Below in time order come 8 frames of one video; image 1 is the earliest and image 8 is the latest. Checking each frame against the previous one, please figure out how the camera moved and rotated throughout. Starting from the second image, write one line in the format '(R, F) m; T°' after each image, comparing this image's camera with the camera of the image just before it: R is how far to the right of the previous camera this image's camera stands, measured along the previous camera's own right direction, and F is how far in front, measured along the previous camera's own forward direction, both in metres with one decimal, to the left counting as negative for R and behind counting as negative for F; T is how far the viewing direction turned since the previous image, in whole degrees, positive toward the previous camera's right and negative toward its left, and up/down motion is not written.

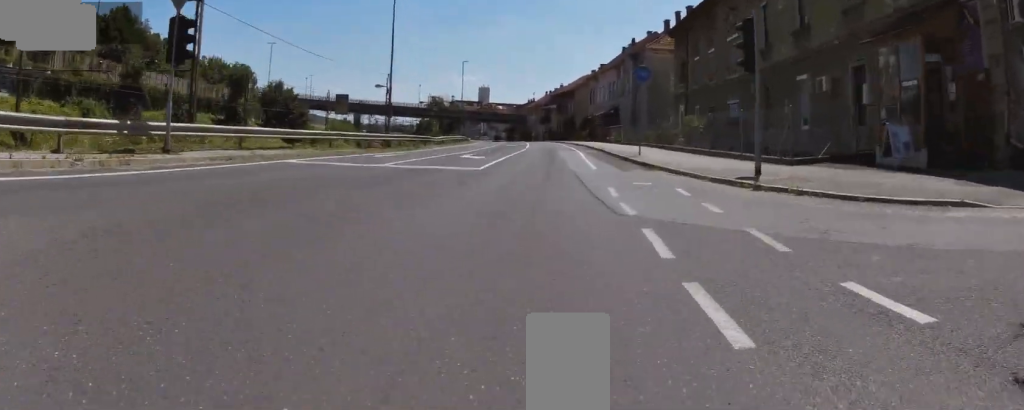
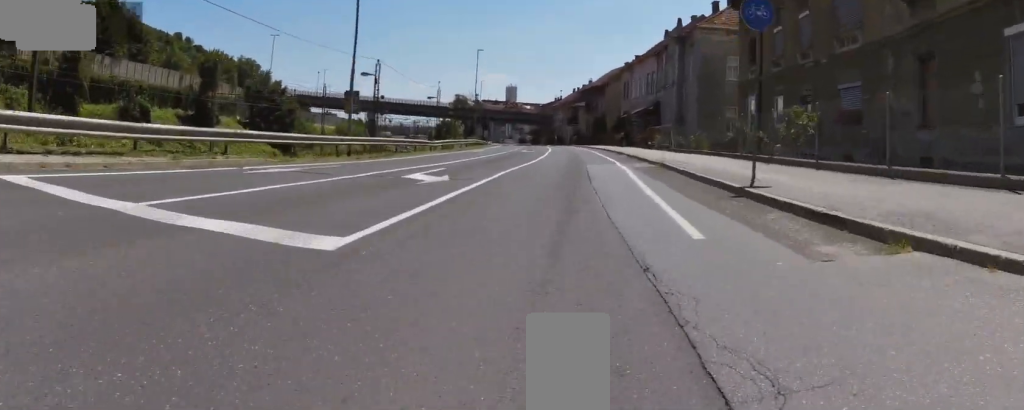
(-0.3, +10.5) m; -2°
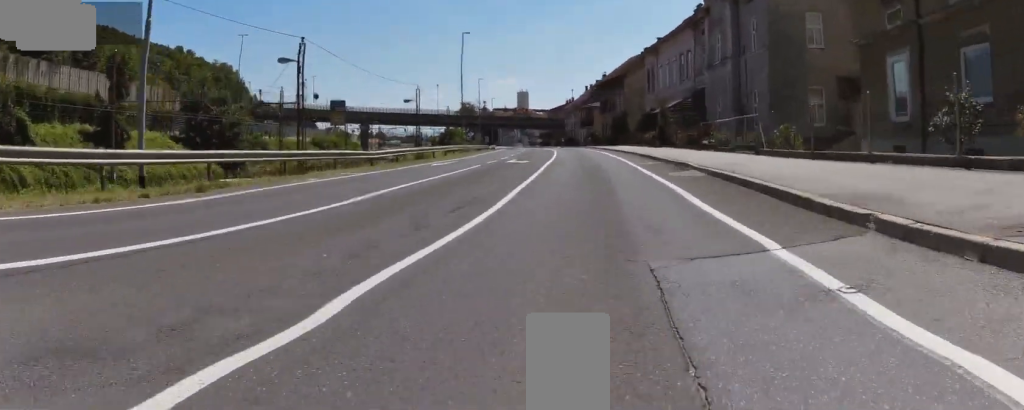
(0.0, +14.2) m; +1°
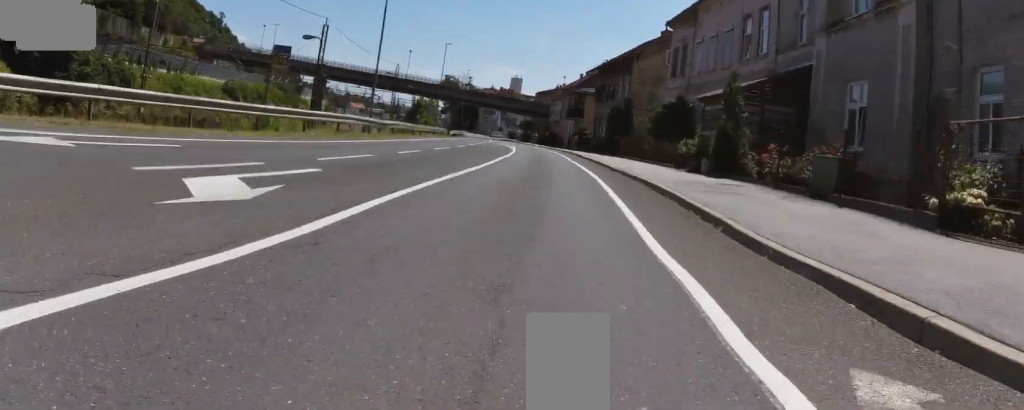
(+0.3, +20.1) m; 0°
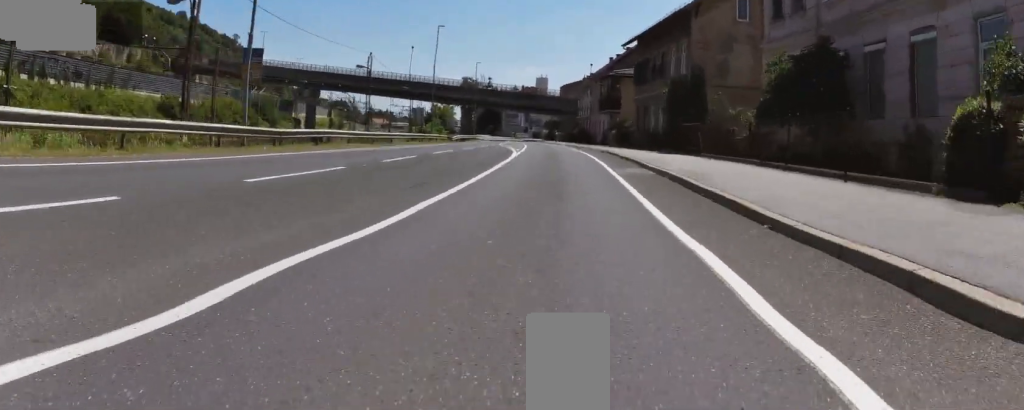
(-0.3, +16.2) m; -2°
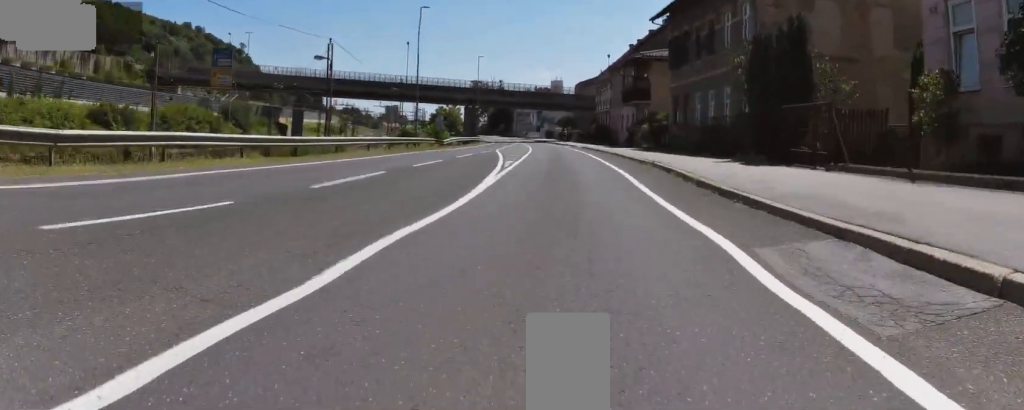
(0.0, +11.0) m; -2°
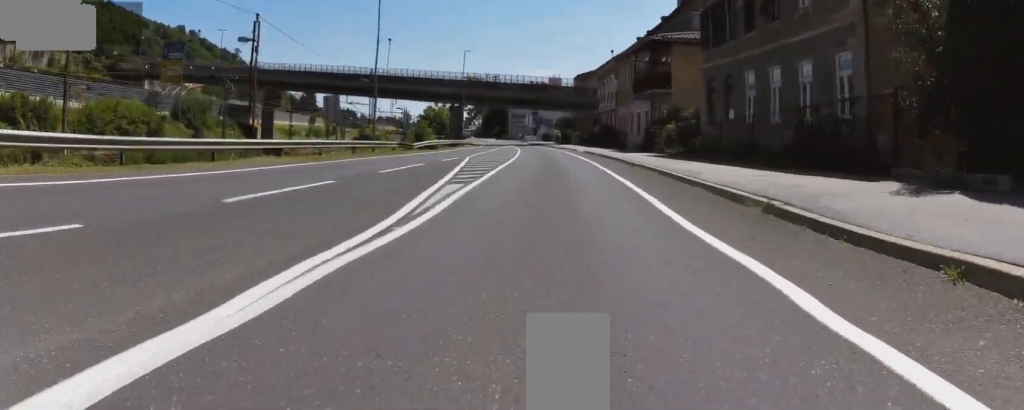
(-0.4, +9.8) m; 0°
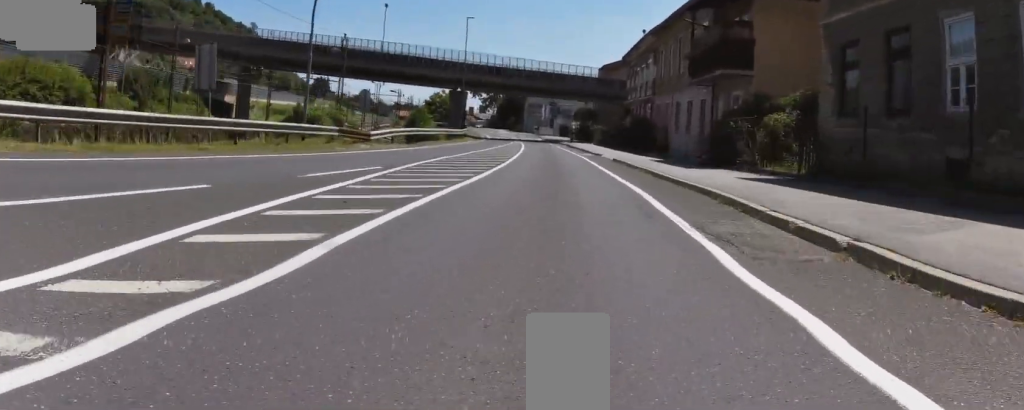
(+0.2, +12.1) m; -1°
